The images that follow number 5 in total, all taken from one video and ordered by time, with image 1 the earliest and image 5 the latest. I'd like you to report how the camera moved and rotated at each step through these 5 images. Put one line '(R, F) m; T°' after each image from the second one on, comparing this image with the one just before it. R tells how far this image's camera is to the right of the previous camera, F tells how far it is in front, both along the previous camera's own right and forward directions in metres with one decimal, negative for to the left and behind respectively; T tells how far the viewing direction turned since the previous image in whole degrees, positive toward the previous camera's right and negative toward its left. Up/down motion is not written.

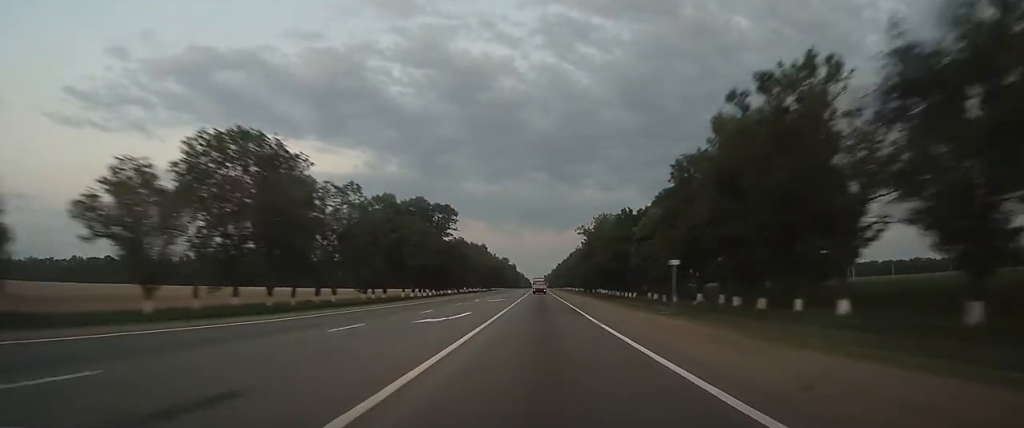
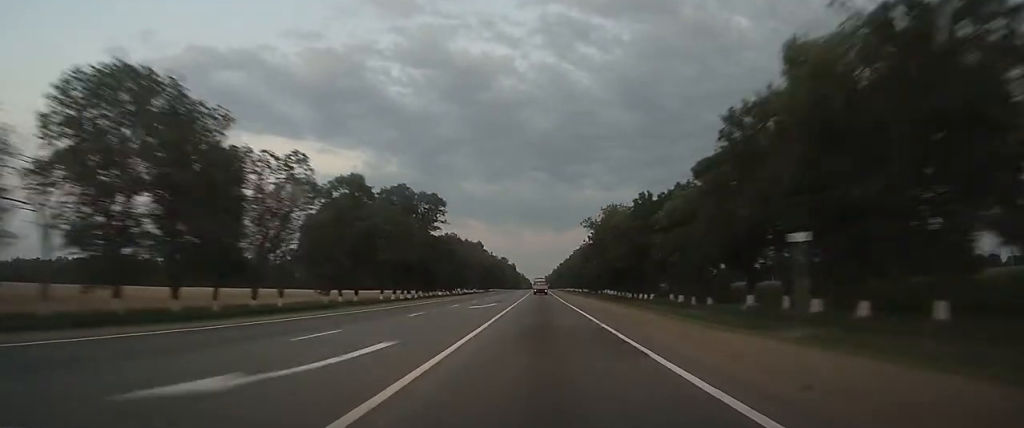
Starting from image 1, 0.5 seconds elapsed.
(0.0, +14.7) m; 0°
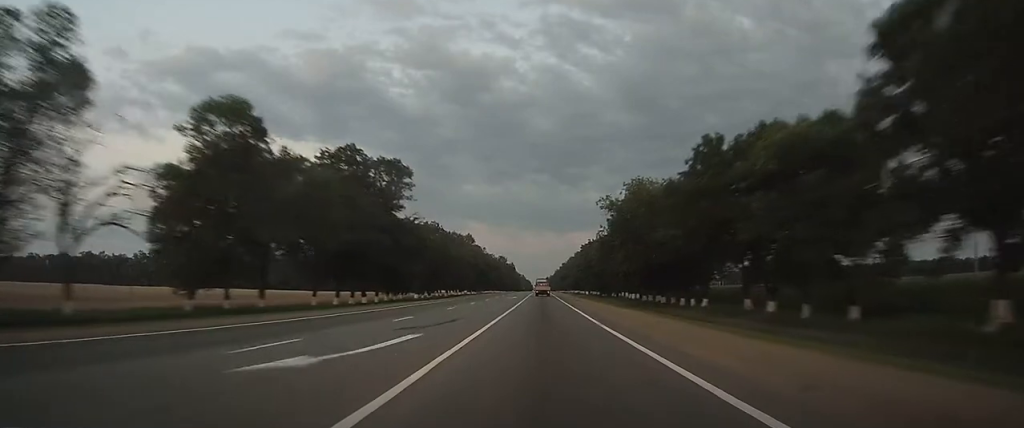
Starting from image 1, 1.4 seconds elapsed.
(0.0, +27.2) m; 0°
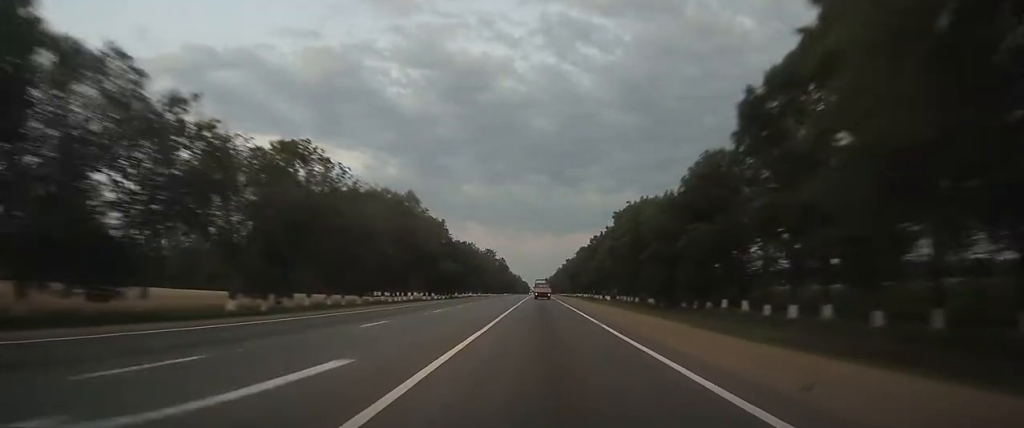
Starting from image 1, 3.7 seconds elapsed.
(-0.3, +64.4) m; 0°
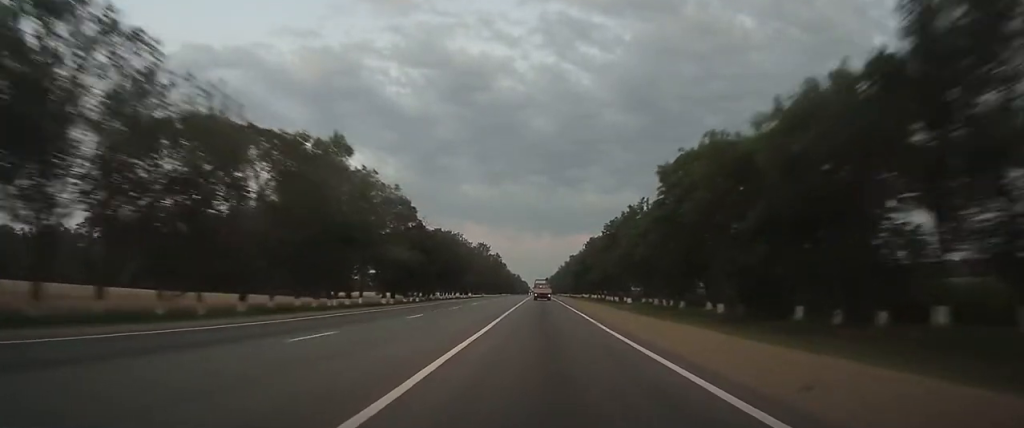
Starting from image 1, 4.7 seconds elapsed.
(0.0, +29.6) m; 0°
